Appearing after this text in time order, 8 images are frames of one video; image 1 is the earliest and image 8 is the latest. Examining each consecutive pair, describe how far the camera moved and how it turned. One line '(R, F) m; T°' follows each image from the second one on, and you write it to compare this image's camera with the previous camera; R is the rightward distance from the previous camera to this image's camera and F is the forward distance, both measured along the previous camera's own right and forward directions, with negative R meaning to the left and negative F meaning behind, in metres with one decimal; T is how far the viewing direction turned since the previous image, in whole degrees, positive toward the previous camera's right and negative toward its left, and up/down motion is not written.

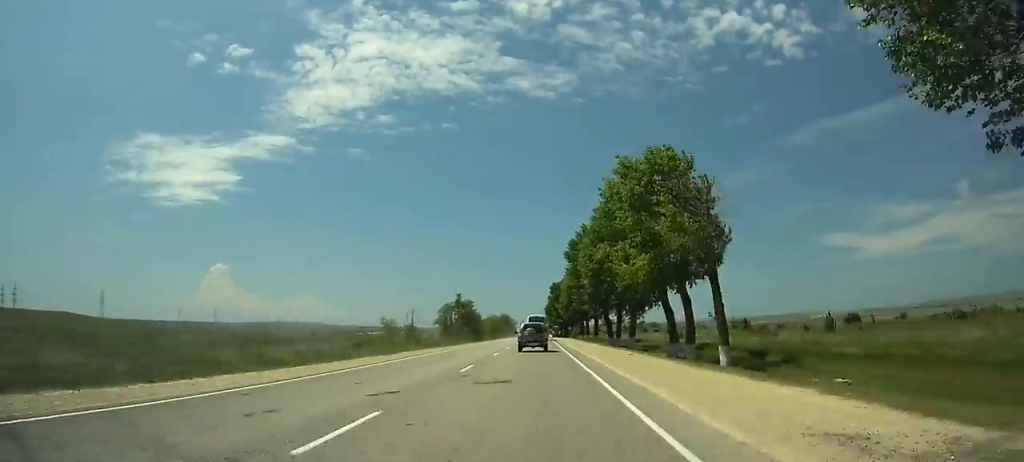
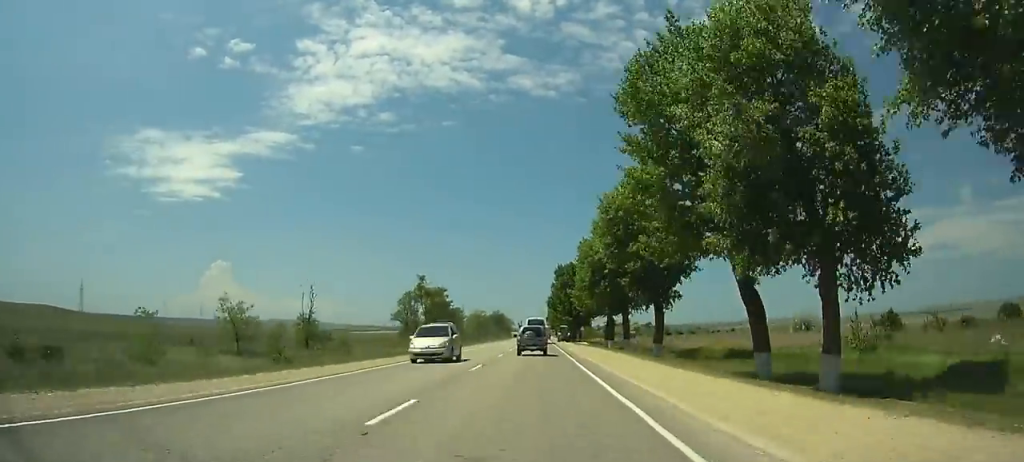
(-0.1, +45.6) m; 0°
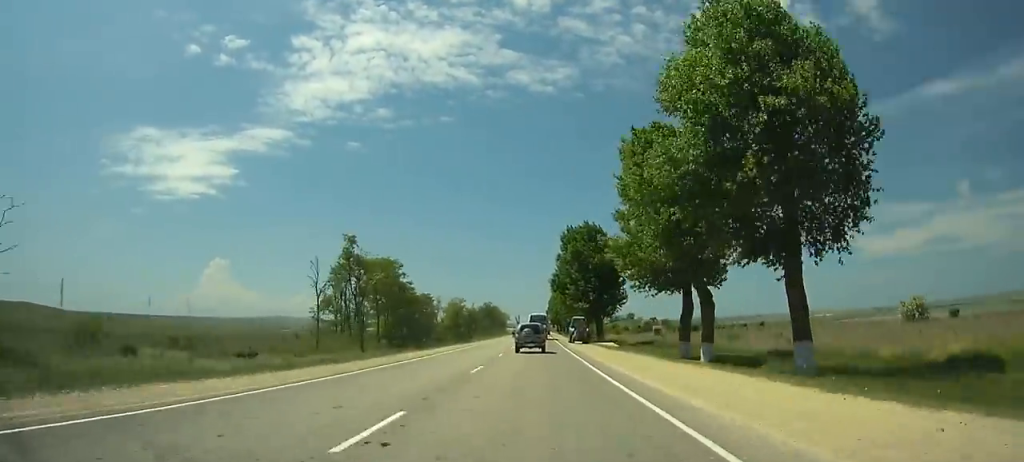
(-0.1, +38.0) m; 0°
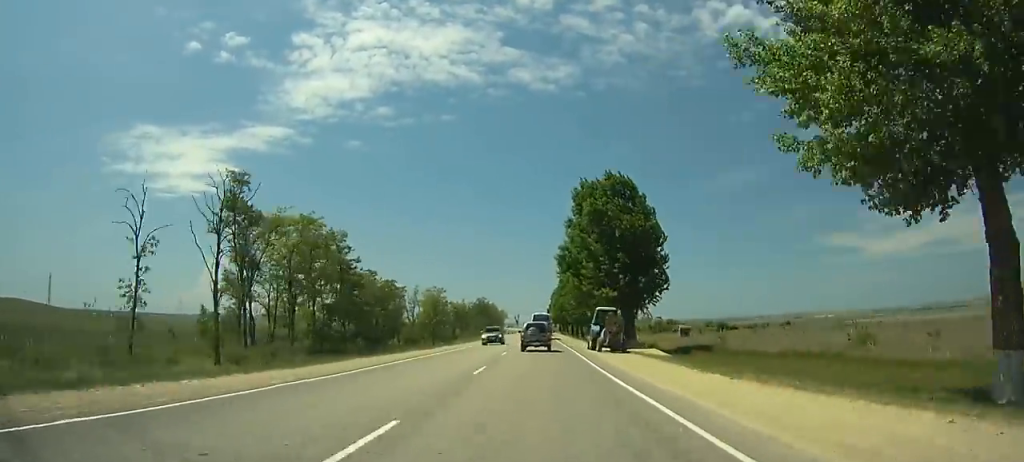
(+0.1, +24.8) m; 0°
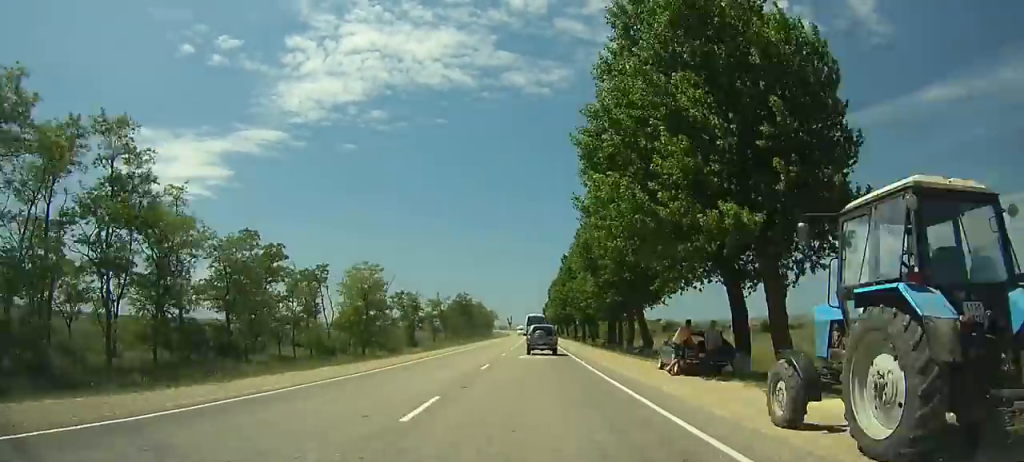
(+0.1, +32.4) m; 0°
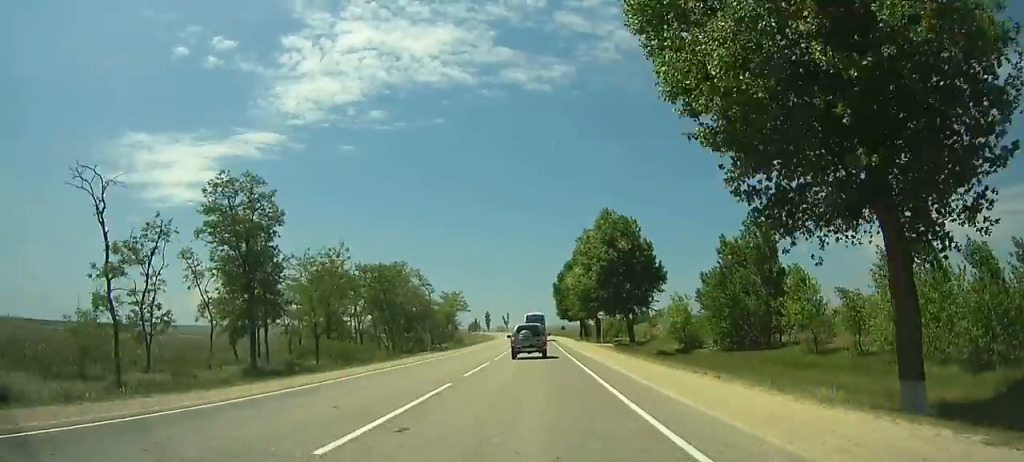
(-0.9, +108.3) m; -1°
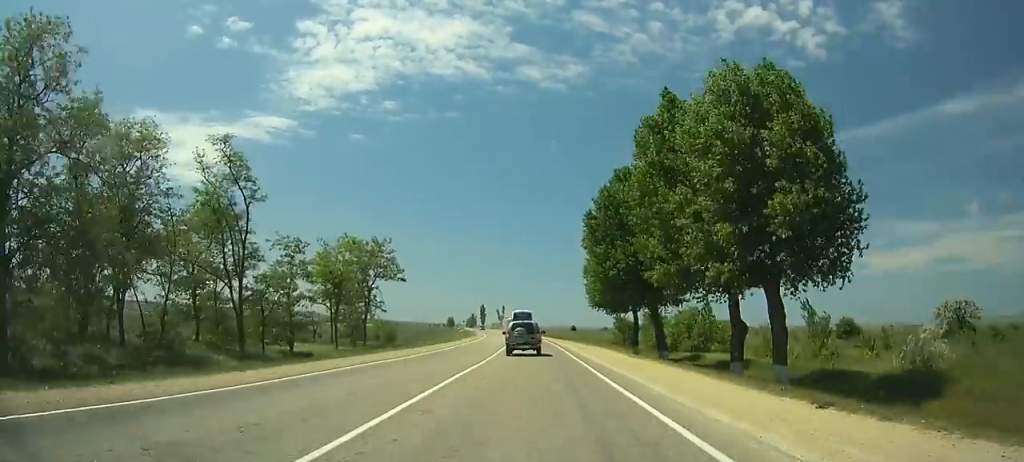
(-0.2, +62.5) m; 0°
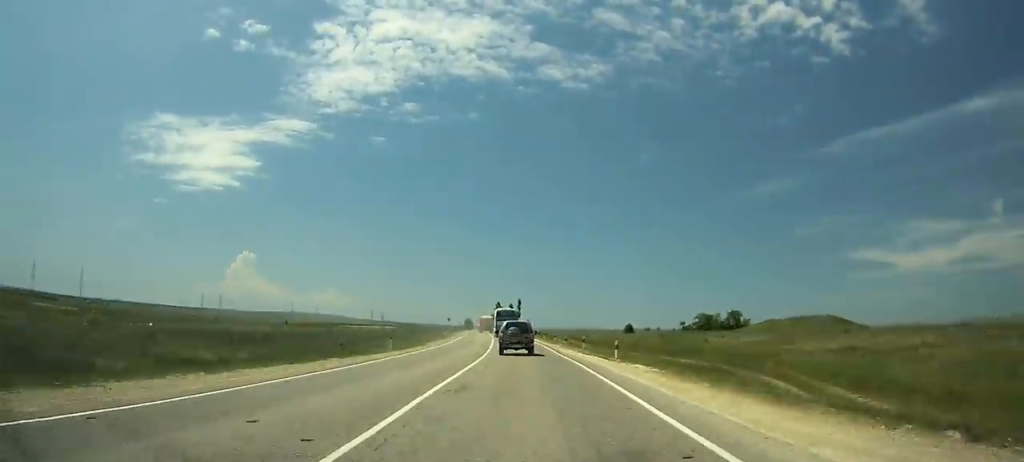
(-1.0, +74.0) m; -3°
